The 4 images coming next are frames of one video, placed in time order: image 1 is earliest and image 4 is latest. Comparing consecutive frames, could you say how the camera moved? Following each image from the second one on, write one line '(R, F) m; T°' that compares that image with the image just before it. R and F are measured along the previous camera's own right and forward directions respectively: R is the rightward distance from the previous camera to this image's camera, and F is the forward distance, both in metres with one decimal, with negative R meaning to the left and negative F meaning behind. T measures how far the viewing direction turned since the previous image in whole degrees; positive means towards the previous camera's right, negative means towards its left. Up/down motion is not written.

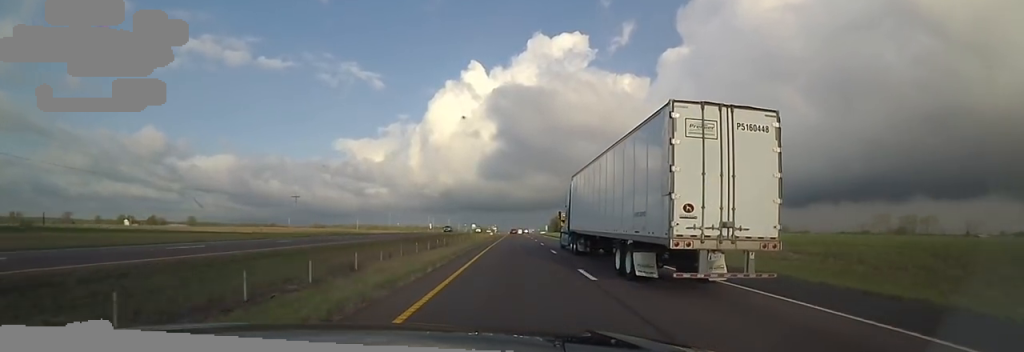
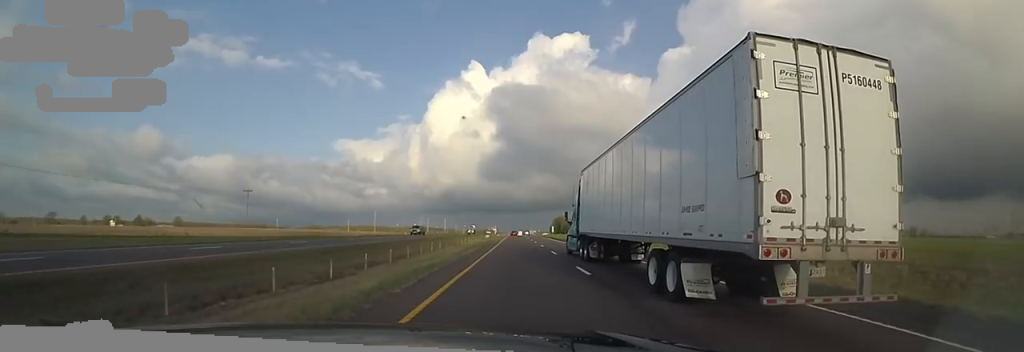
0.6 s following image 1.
(+0.9, +22.7) m; 0°
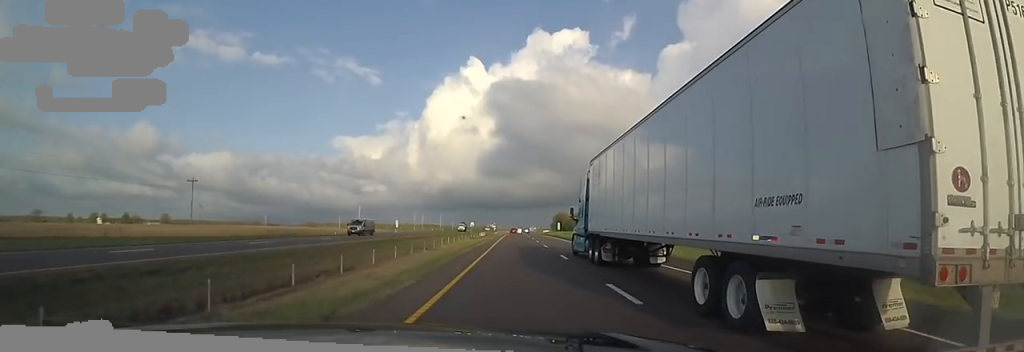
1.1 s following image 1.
(-0.4, +18.0) m; -1°
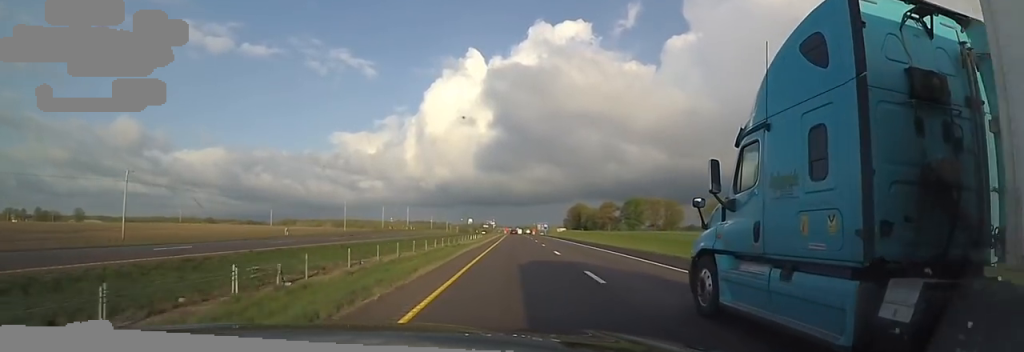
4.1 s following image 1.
(-2.8, +107.3) m; -1°
